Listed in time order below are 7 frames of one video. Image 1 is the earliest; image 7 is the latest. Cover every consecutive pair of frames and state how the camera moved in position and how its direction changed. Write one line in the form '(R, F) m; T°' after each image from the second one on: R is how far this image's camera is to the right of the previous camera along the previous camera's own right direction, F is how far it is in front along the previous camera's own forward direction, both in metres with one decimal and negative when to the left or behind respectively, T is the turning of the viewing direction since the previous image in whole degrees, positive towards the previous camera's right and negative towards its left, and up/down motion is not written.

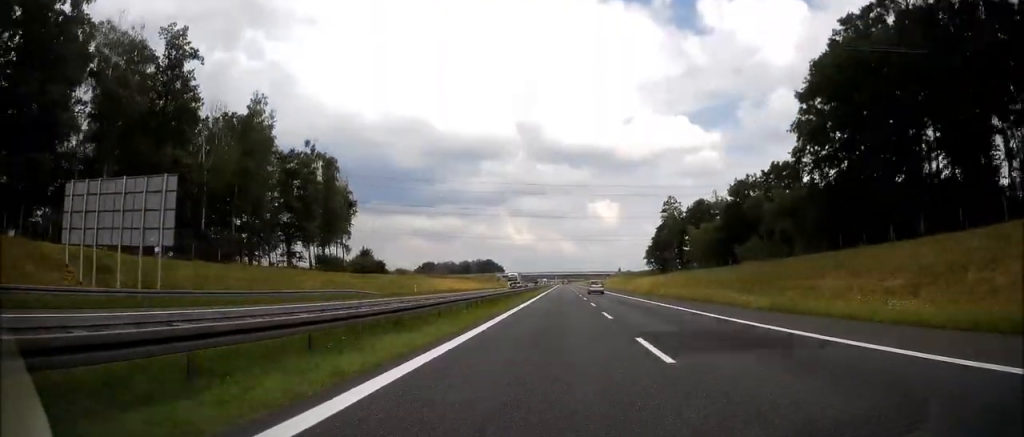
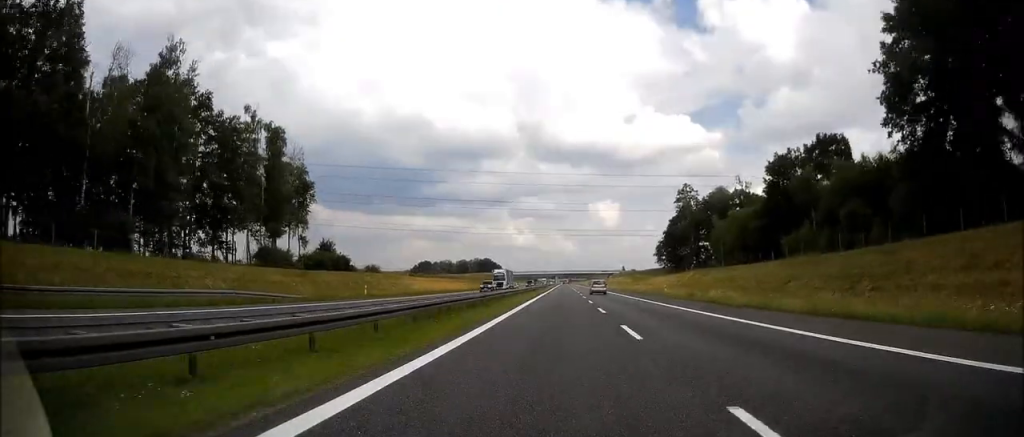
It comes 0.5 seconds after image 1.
(+0.1, +19.9) m; 0°
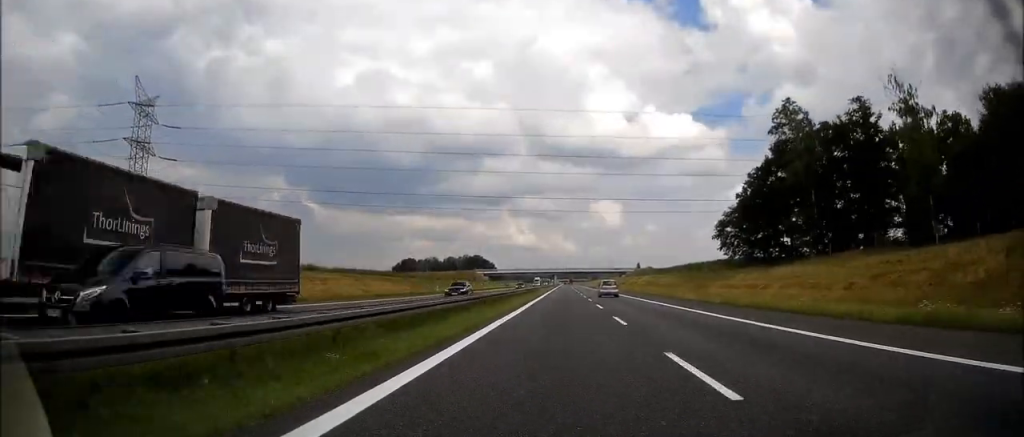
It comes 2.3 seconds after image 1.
(-0.4, +67.2) m; 0°
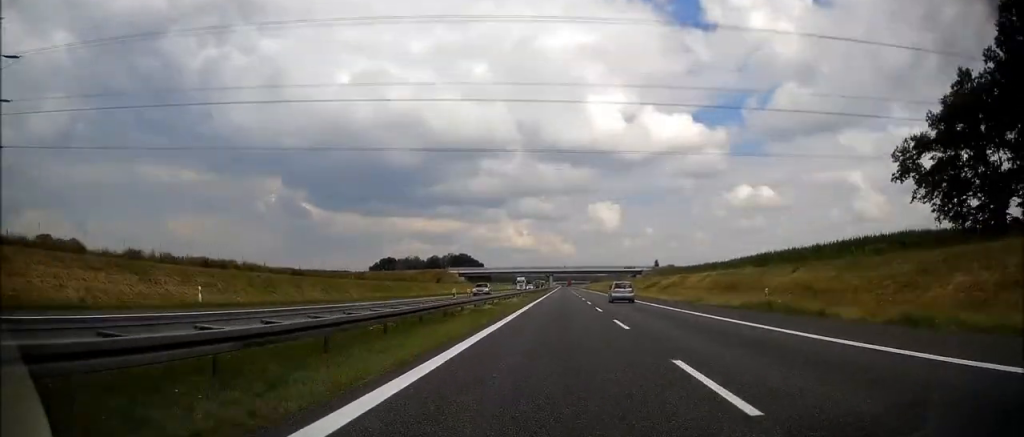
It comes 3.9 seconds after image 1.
(+0.4, +60.7) m; 0°
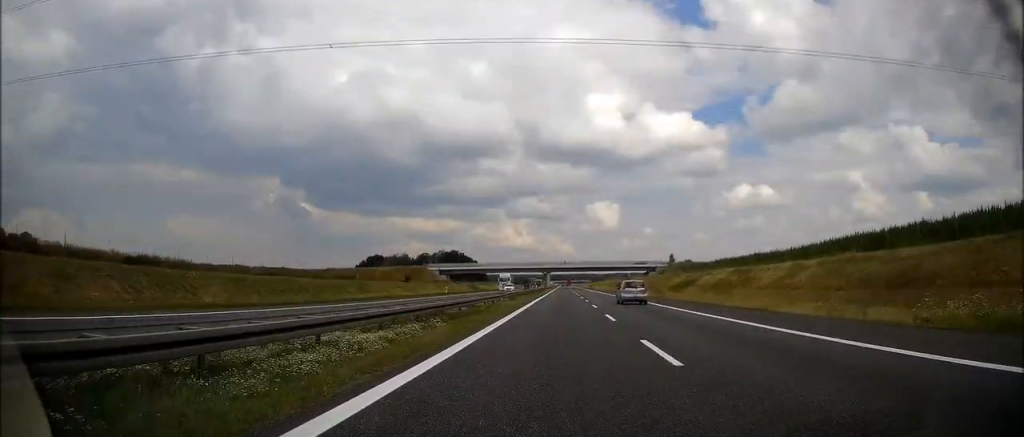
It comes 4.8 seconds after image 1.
(0.0, +32.2) m; 0°
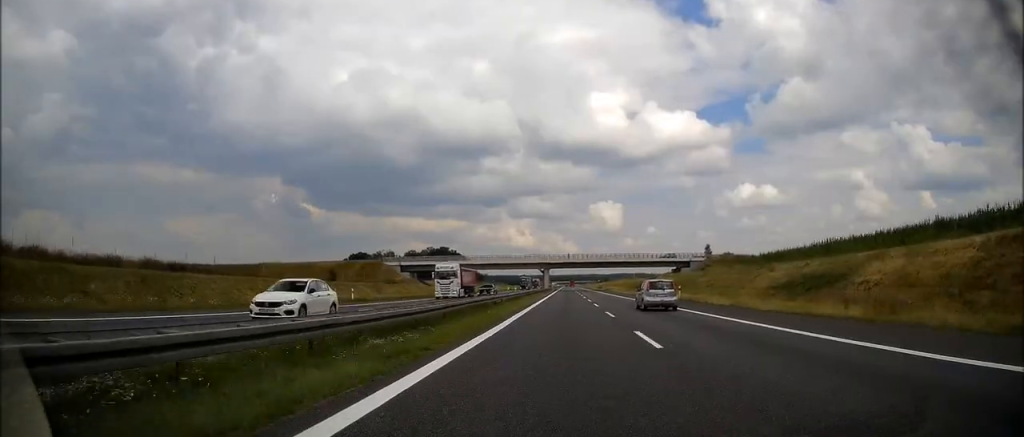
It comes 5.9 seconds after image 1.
(-0.2, +44.5) m; 0°
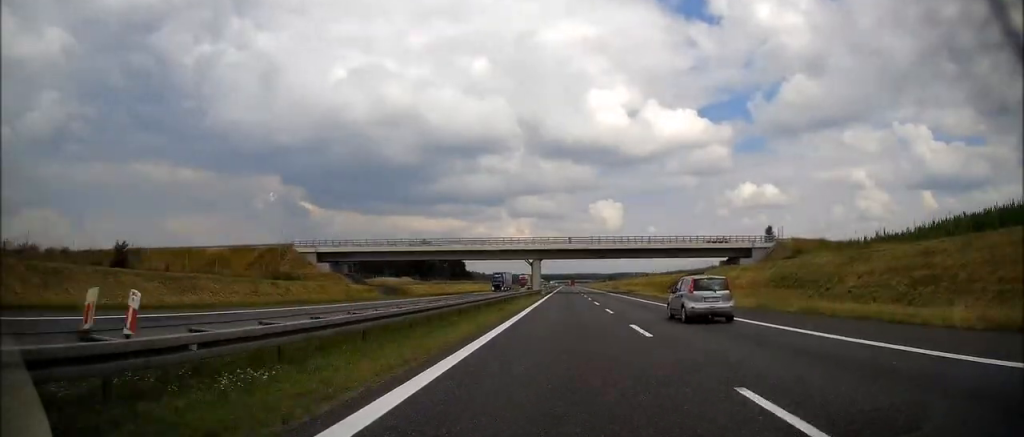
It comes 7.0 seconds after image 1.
(+0.1, +45.2) m; 0°
